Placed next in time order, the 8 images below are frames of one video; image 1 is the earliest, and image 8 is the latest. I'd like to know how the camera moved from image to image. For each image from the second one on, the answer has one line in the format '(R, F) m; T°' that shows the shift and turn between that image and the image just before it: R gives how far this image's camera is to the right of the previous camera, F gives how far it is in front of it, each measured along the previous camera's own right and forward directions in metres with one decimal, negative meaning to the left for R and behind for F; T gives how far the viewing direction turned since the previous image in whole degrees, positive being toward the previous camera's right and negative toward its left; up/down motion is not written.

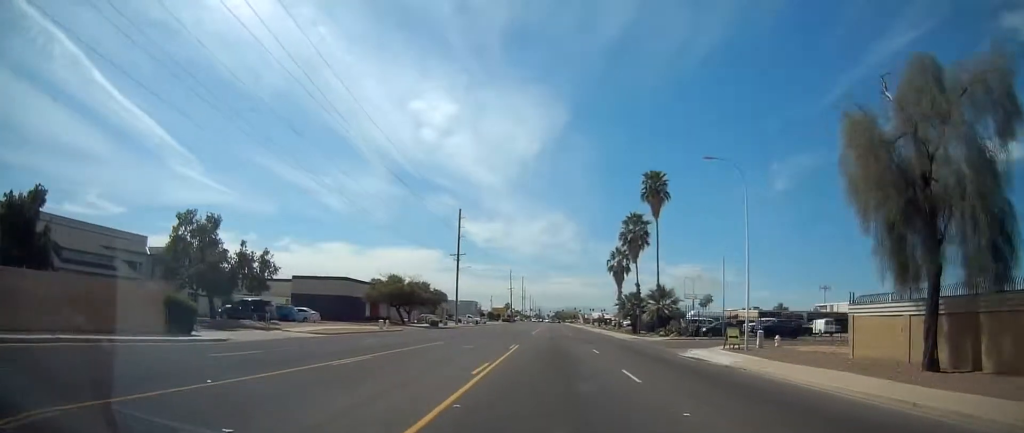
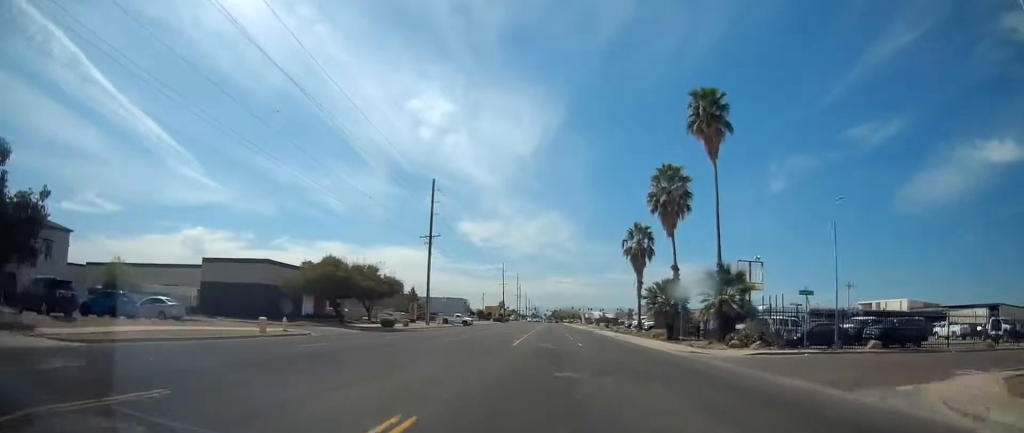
(+0.1, +21.8) m; 0°
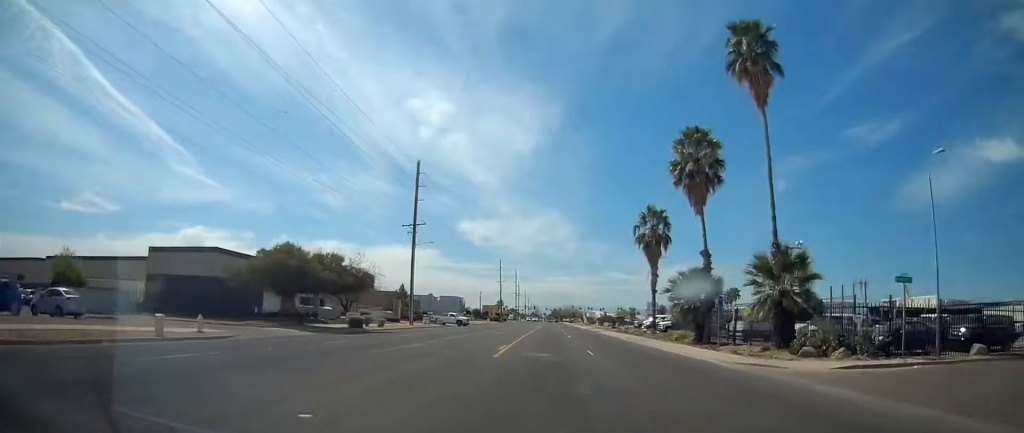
(0.0, +9.3) m; 0°
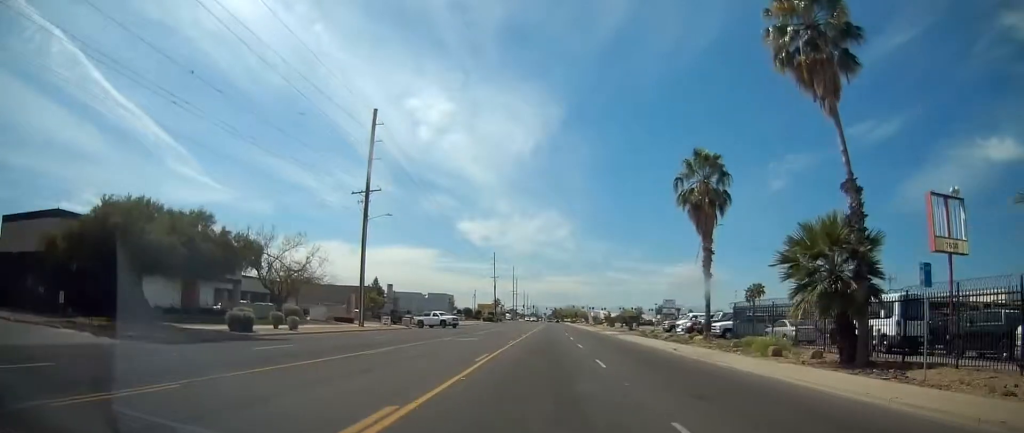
(0.0, +19.3) m; 0°
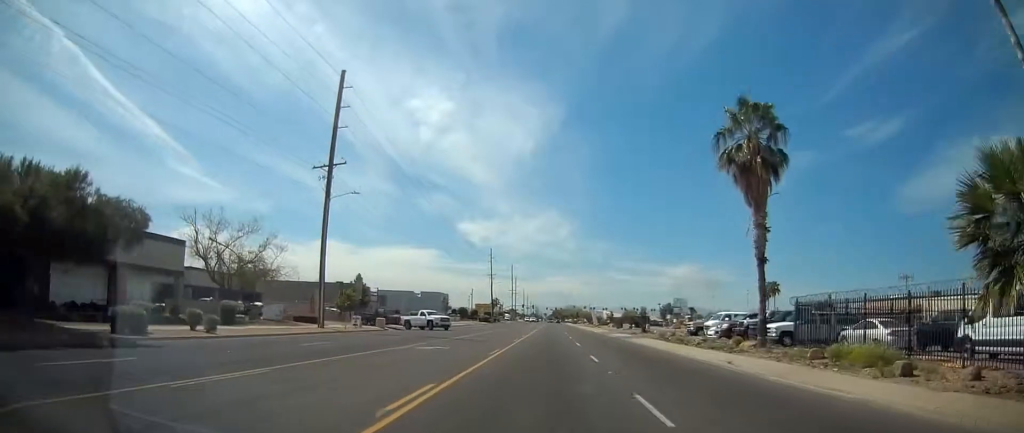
(0.0, +9.8) m; +1°
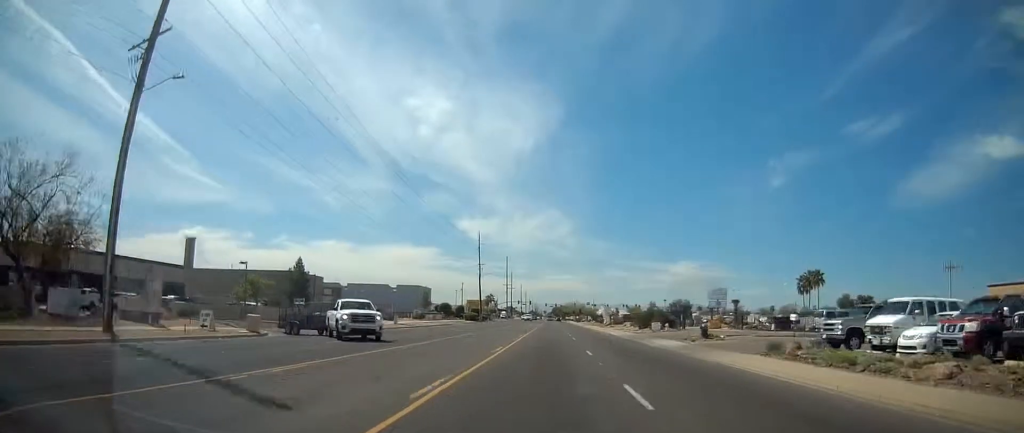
(+0.7, +24.3) m; +3°
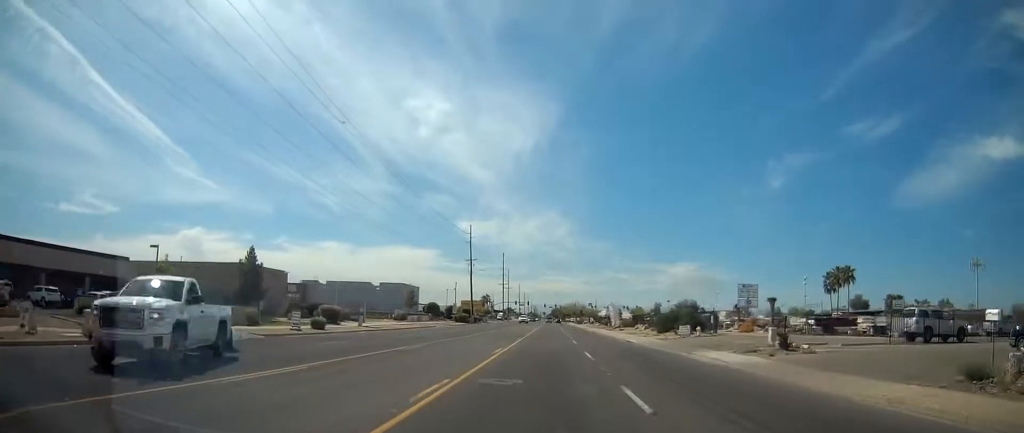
(+0.1, +13.1) m; -3°
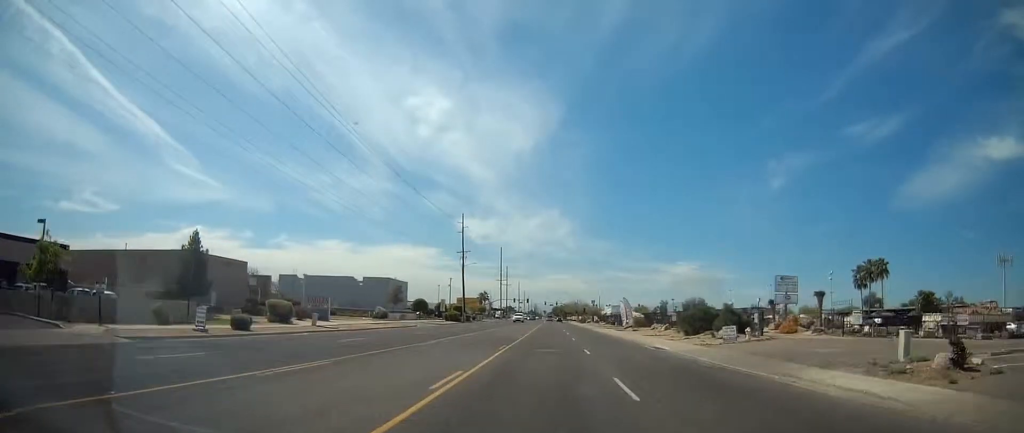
(-0.5, +11.6) m; -1°
